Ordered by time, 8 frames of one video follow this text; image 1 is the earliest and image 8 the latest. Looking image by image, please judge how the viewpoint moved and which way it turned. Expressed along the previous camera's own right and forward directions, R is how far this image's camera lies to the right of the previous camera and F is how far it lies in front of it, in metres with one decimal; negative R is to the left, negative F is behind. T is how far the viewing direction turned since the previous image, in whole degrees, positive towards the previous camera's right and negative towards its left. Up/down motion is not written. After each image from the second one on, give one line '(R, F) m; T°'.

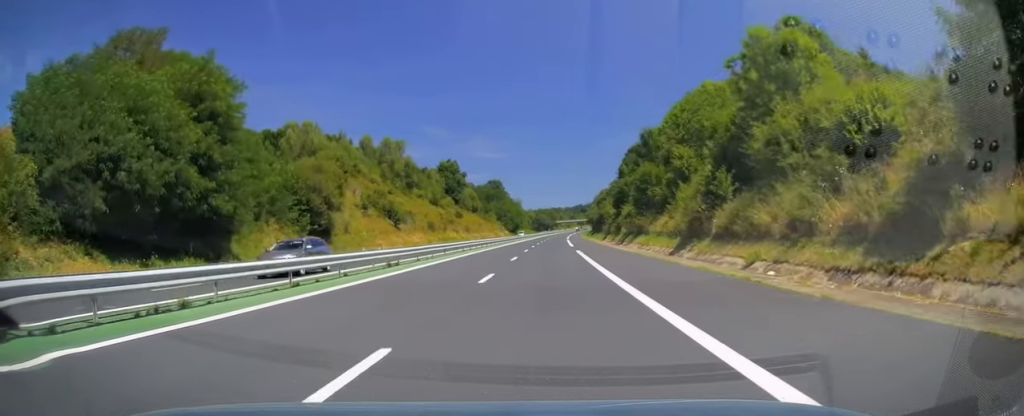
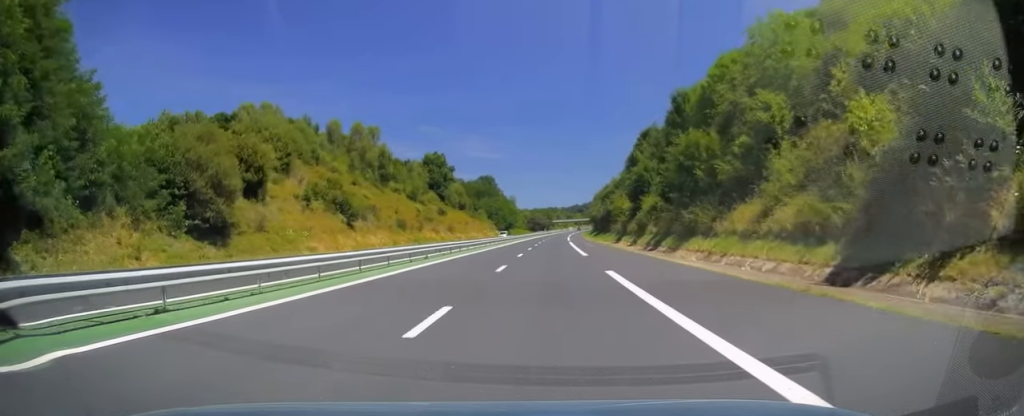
(+0.3, +22.0) m; +1°
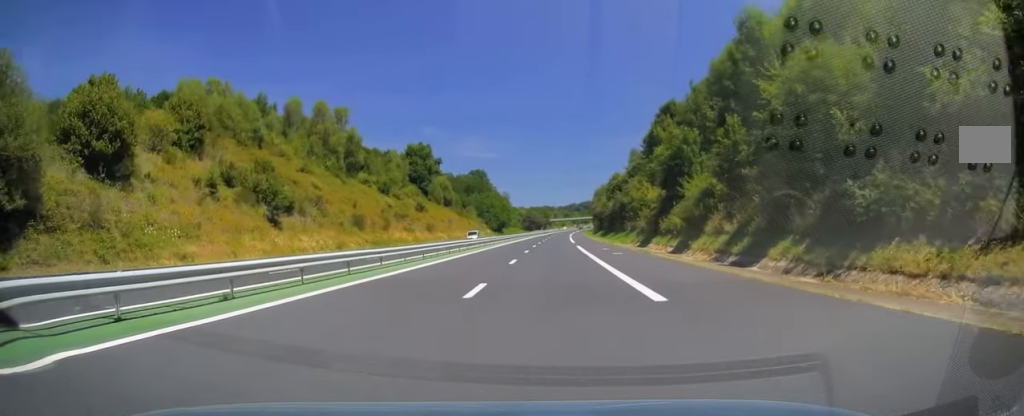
(0.0, +21.6) m; 0°
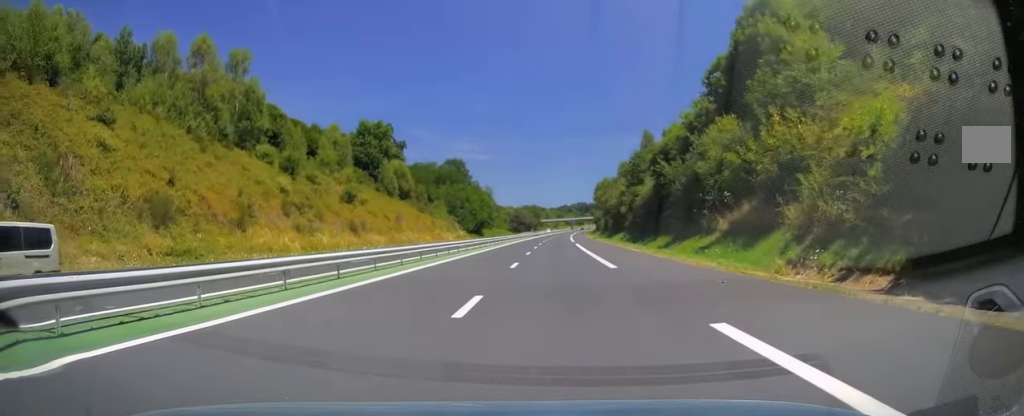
(0.0, +41.7) m; 0°
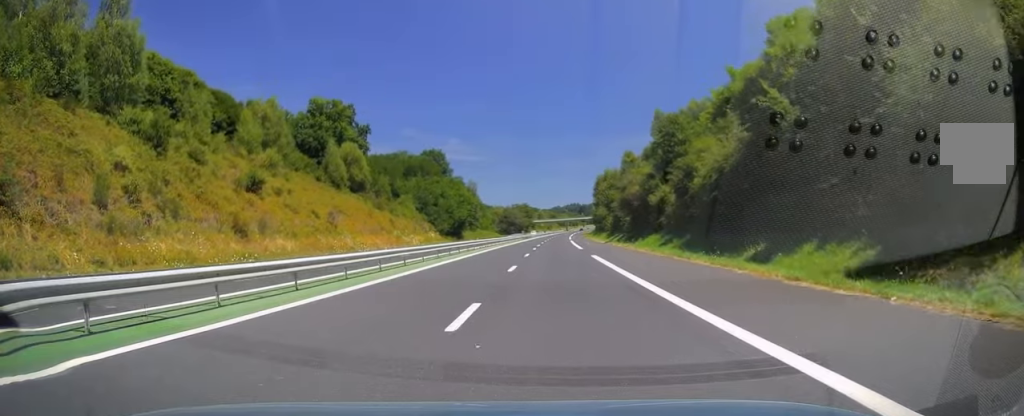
(+0.1, +27.6) m; 0°
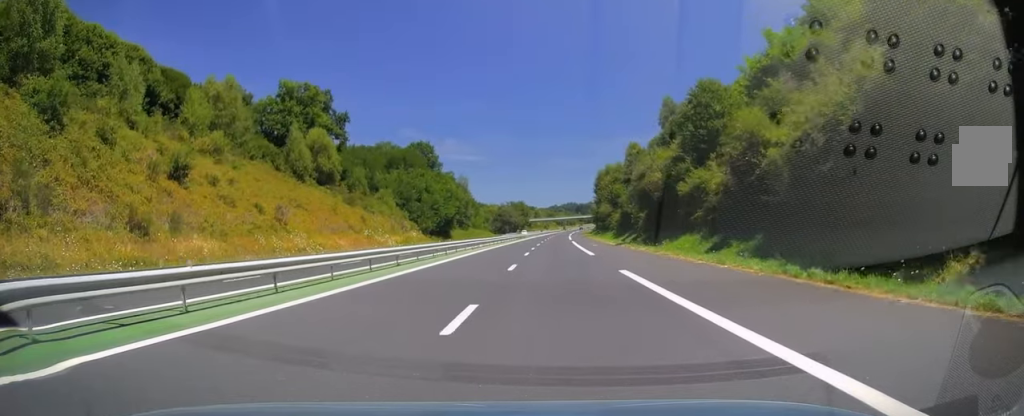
(0.0, +13.2) m; 0°
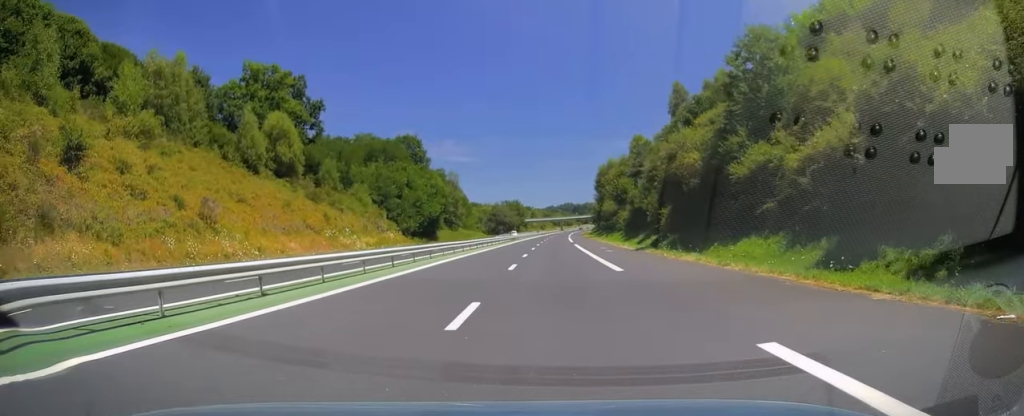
(-0.1, +12.7) m; 0°
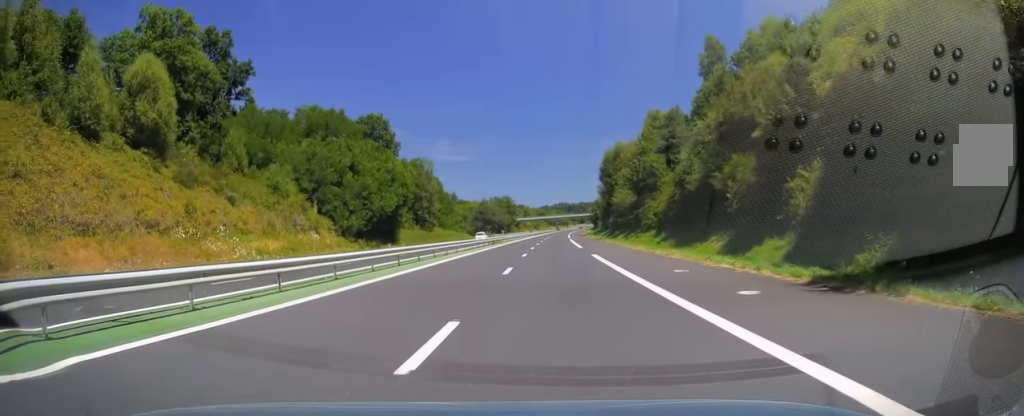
(+0.3, +26.9) m; +1°
